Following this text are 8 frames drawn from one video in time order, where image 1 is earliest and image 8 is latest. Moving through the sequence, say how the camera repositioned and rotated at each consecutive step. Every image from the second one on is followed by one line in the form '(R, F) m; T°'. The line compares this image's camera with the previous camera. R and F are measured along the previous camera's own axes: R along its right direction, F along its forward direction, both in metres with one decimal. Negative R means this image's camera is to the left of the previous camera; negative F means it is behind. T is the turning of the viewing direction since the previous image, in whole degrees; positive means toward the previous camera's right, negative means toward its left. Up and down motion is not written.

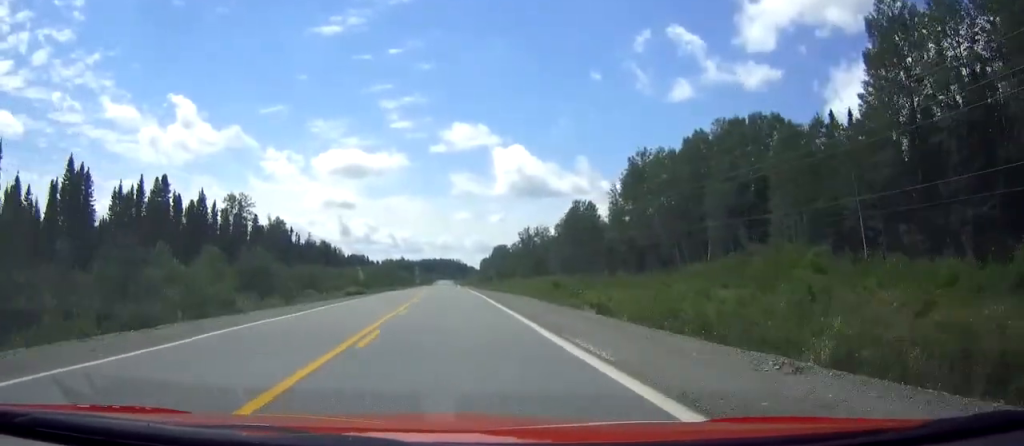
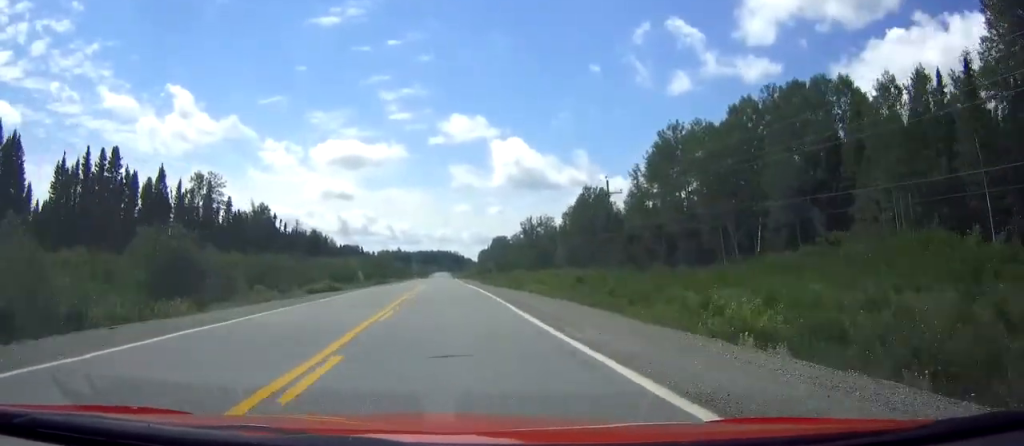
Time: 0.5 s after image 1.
(0.0, +14.0) m; 0°
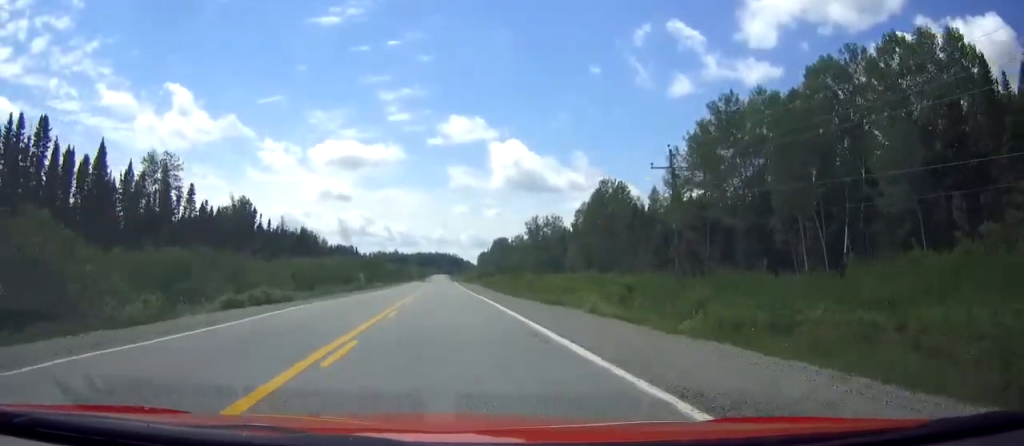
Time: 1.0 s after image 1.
(0.0, +16.0) m; 0°
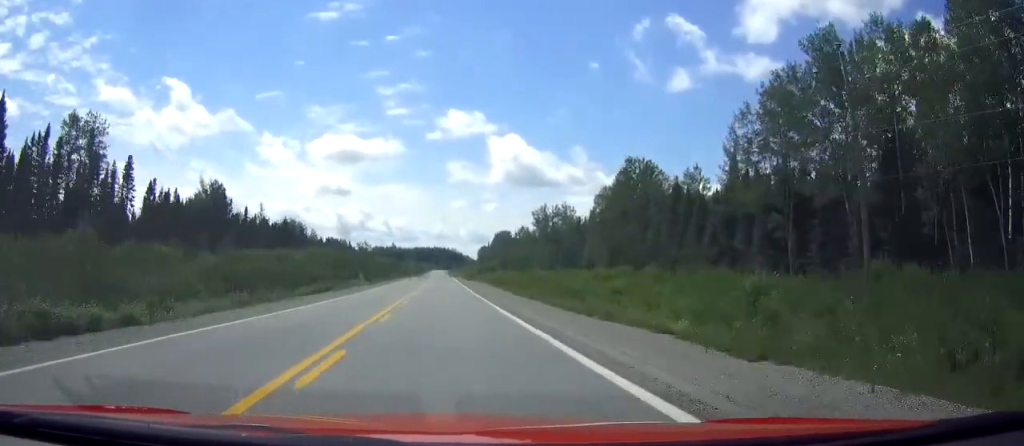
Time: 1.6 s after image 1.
(0.0, +19.0) m; 0°
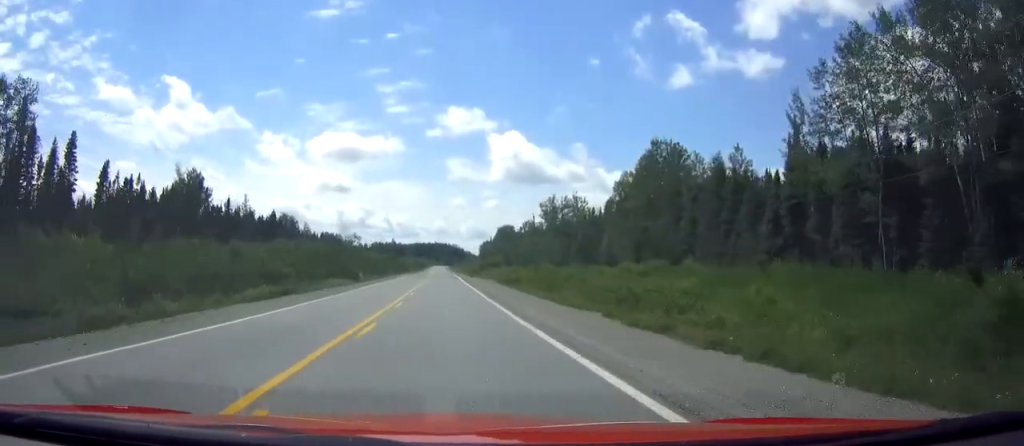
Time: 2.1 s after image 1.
(0.0, +13.1) m; 0°
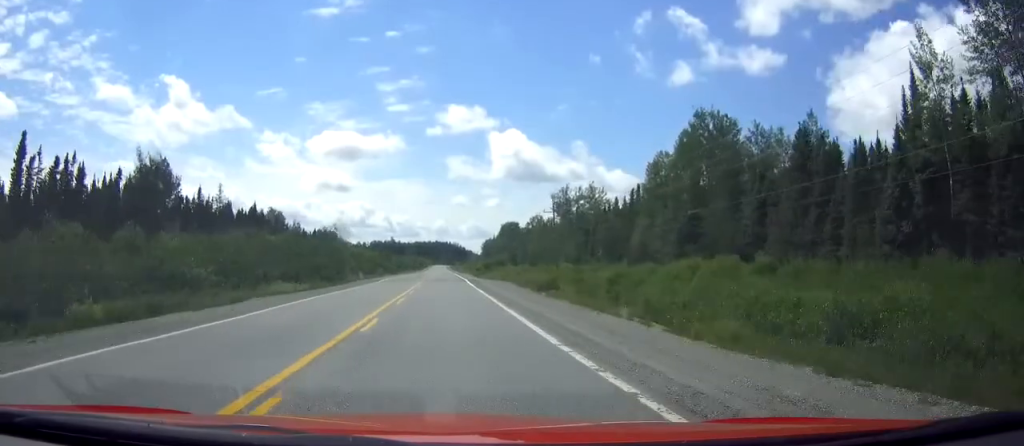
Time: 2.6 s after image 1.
(0.0, +17.2) m; 0°
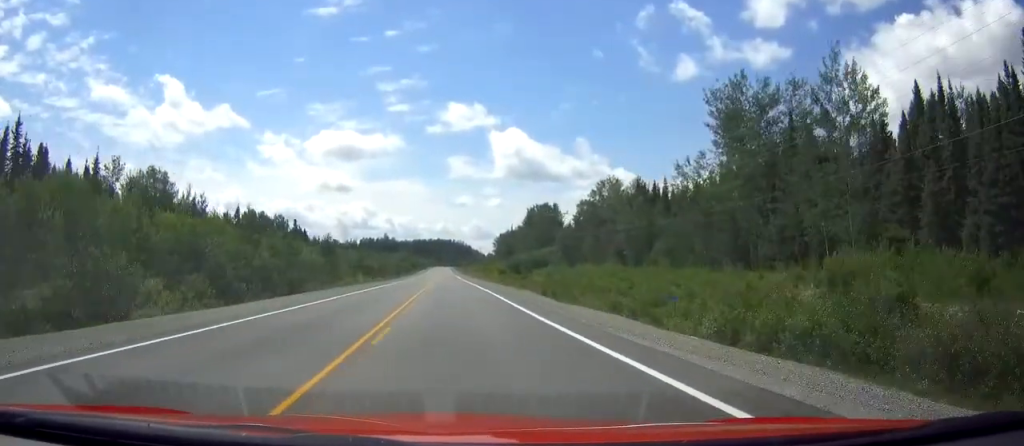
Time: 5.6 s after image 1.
(-0.2, +90.2) m; 0°
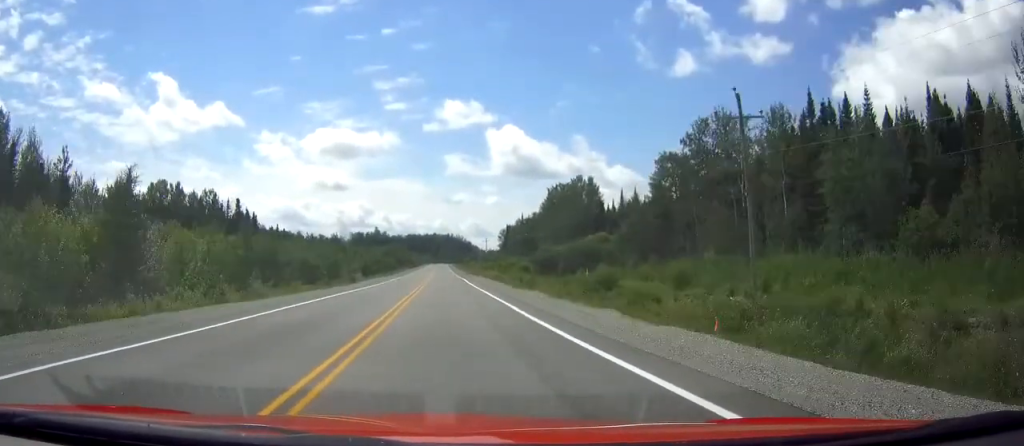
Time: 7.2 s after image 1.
(+0.1, +51.1) m; 0°
